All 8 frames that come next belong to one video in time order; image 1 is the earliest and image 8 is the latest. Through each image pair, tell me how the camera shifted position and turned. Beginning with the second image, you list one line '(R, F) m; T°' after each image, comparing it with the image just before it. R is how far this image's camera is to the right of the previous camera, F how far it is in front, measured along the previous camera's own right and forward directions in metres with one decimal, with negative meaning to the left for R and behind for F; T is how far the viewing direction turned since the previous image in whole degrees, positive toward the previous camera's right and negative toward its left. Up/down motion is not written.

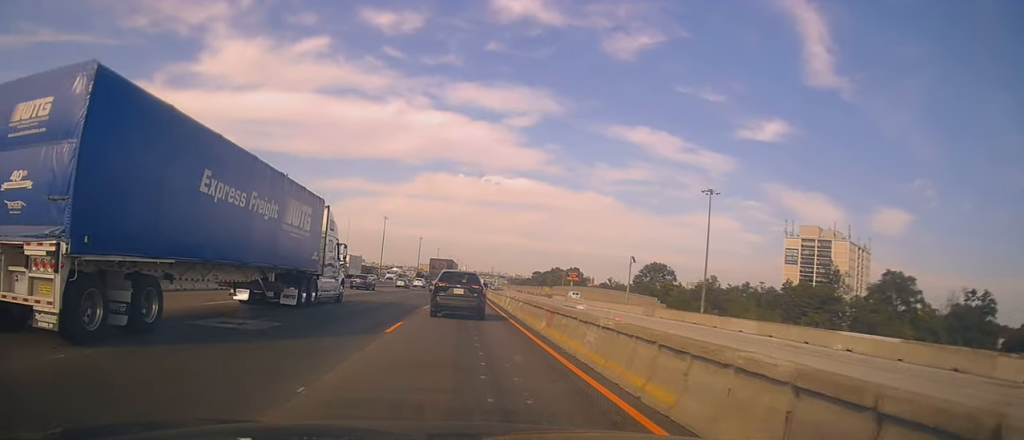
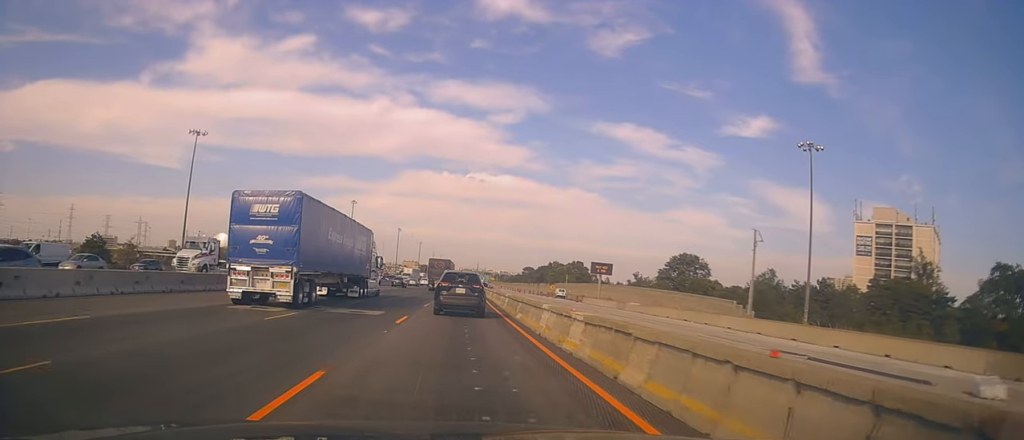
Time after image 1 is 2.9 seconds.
(+0.3, +44.8) m; +1°
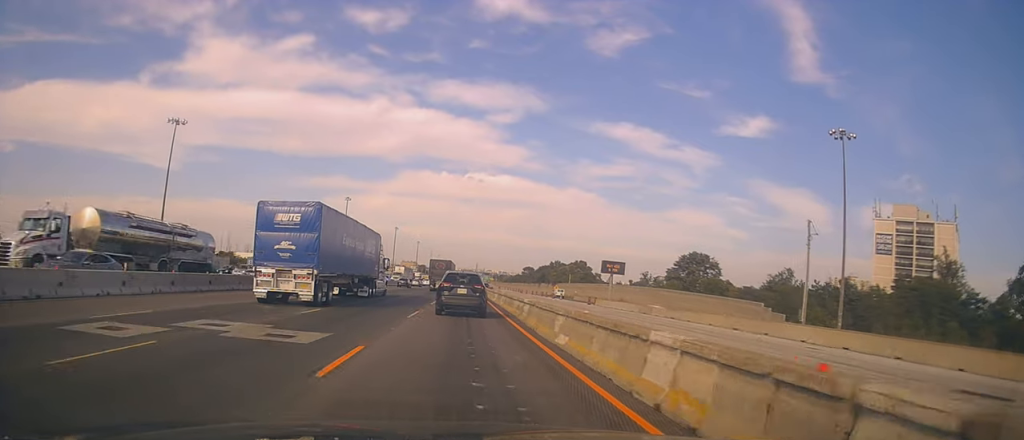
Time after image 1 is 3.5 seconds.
(-0.2, +8.9) m; 0°
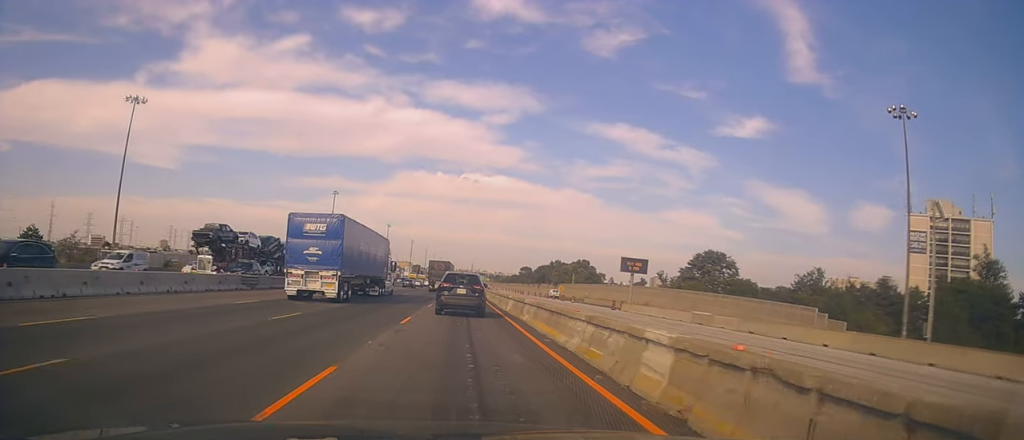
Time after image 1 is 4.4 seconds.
(+0.3, +14.4) m; 0°
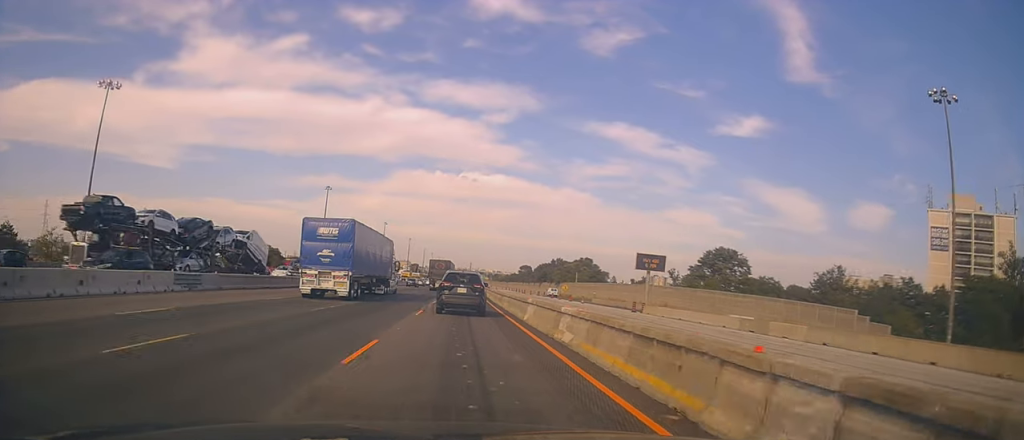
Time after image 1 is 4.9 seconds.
(0.0, +8.1) m; 0°
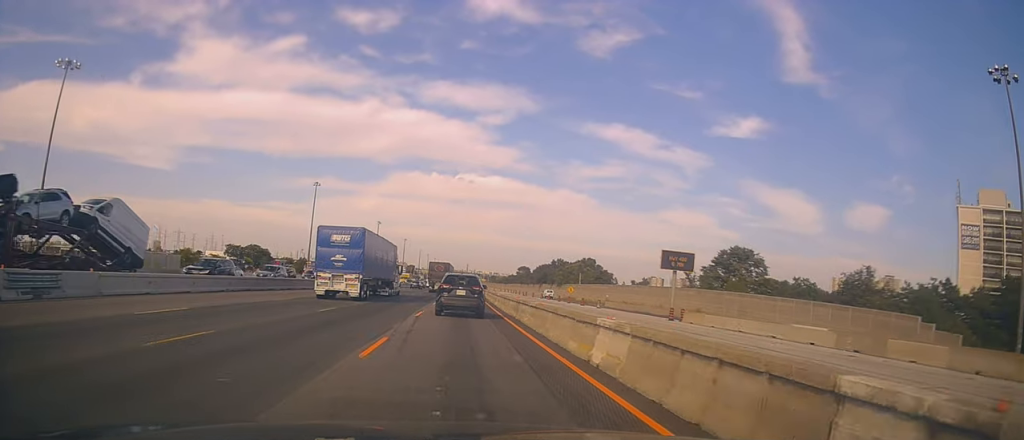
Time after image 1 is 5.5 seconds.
(-0.2, +10.8) m; 0°
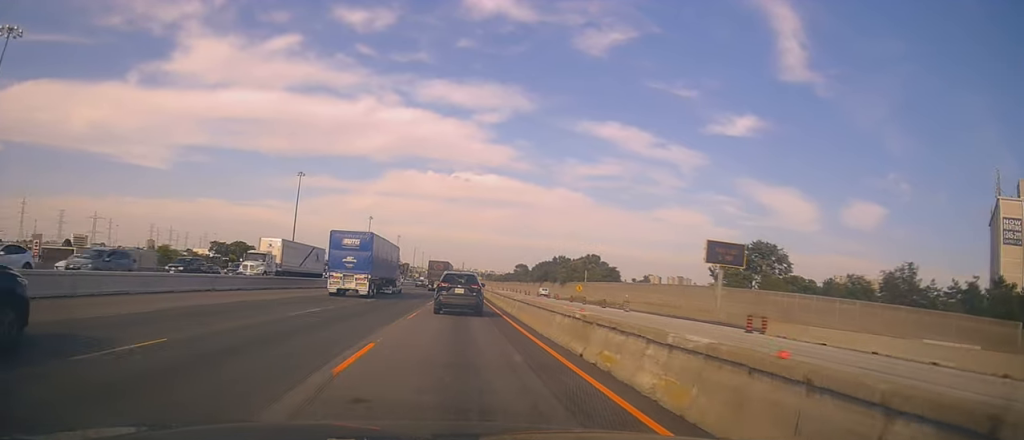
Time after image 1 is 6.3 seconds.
(+0.2, +13.1) m; +2°
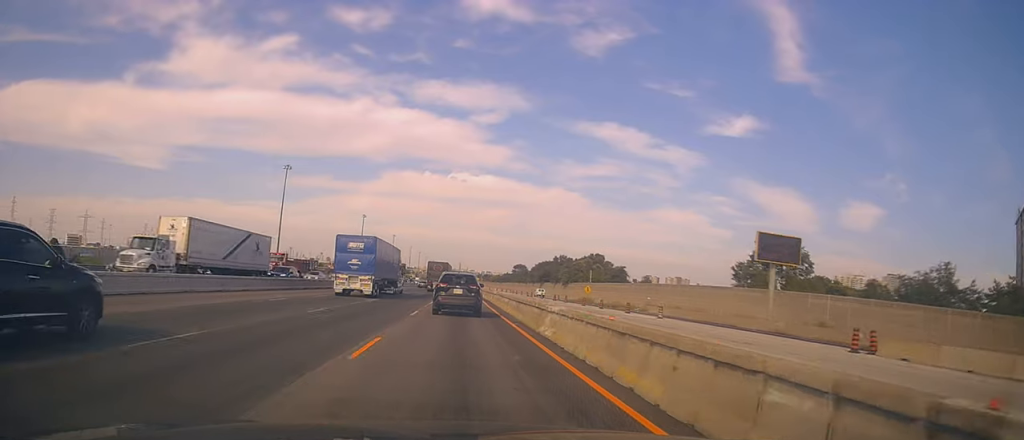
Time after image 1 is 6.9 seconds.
(+0.2, +10.1) m; 0°
